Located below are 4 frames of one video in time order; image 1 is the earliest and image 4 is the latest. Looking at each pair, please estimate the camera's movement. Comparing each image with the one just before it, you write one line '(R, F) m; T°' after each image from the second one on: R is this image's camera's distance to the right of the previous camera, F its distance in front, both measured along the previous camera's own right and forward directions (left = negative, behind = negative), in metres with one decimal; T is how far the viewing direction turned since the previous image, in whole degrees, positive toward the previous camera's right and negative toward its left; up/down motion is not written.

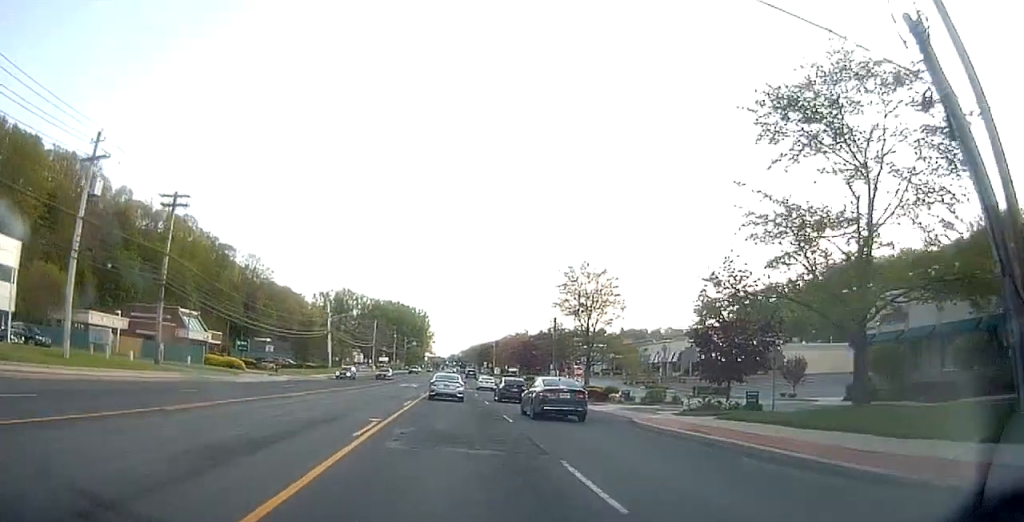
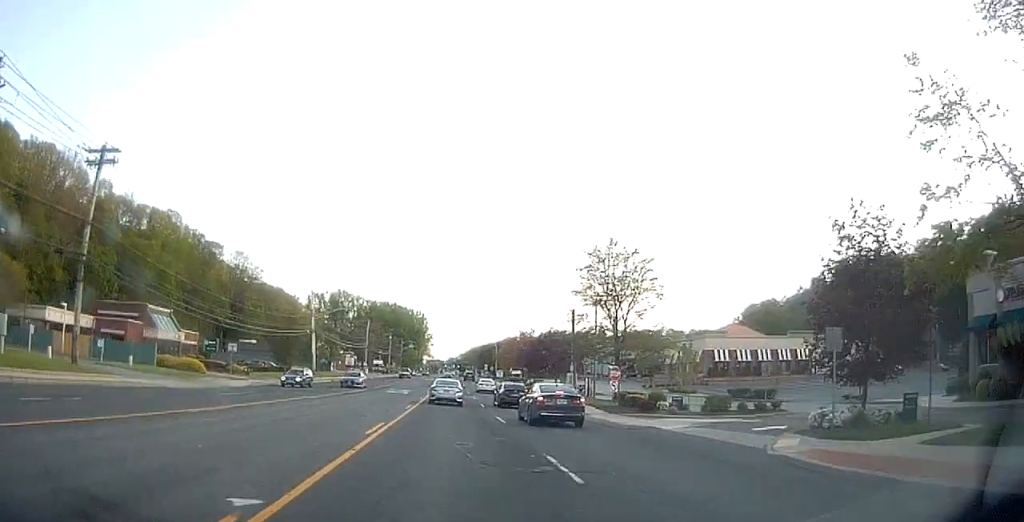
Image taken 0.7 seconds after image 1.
(-0.1, +10.1) m; 0°
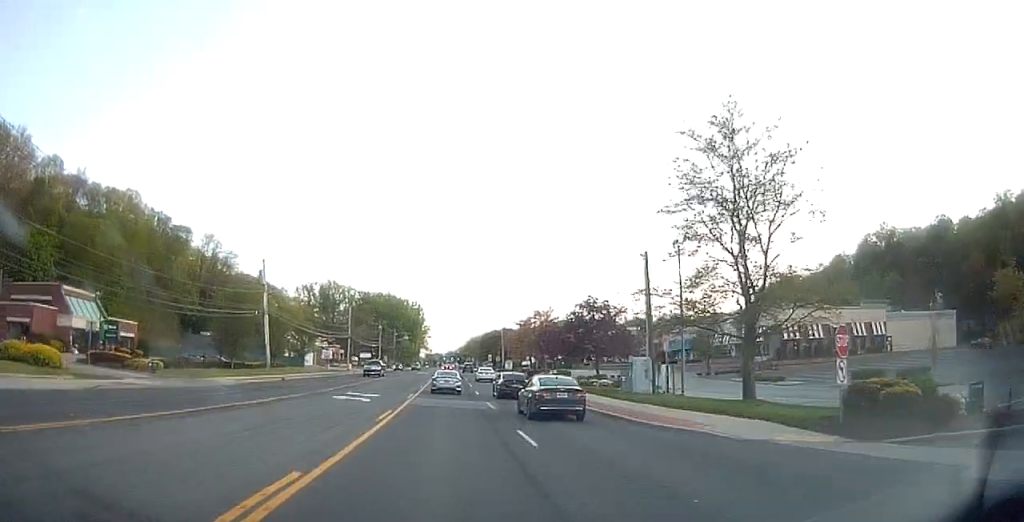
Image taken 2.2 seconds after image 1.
(+0.2, +21.2) m; 0°
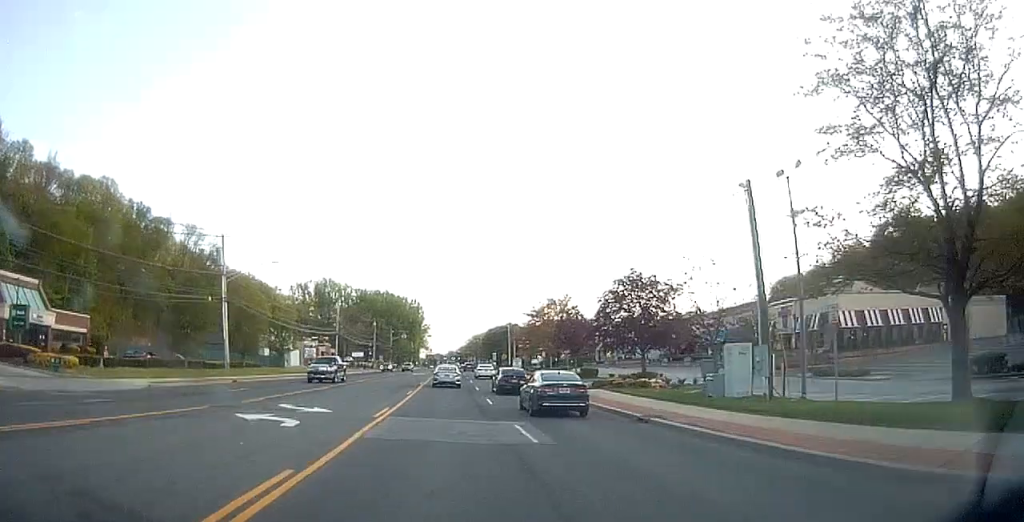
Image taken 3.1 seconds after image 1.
(0.0, +12.5) m; 0°
